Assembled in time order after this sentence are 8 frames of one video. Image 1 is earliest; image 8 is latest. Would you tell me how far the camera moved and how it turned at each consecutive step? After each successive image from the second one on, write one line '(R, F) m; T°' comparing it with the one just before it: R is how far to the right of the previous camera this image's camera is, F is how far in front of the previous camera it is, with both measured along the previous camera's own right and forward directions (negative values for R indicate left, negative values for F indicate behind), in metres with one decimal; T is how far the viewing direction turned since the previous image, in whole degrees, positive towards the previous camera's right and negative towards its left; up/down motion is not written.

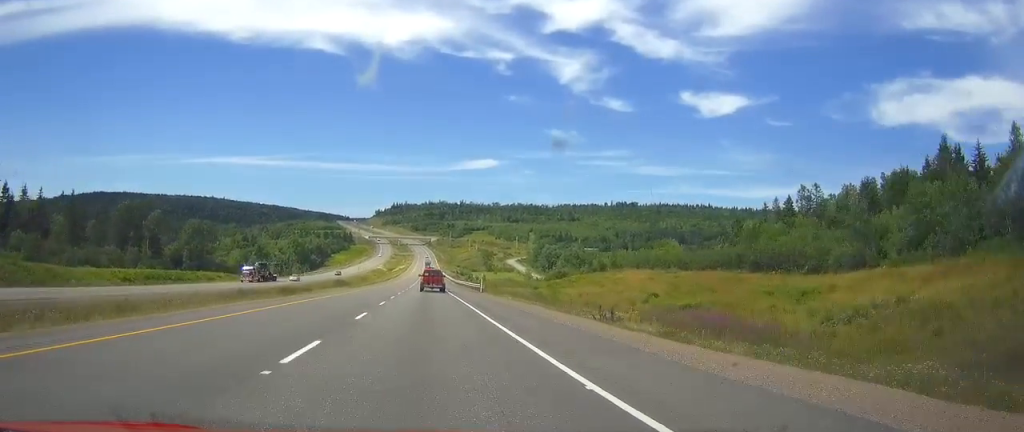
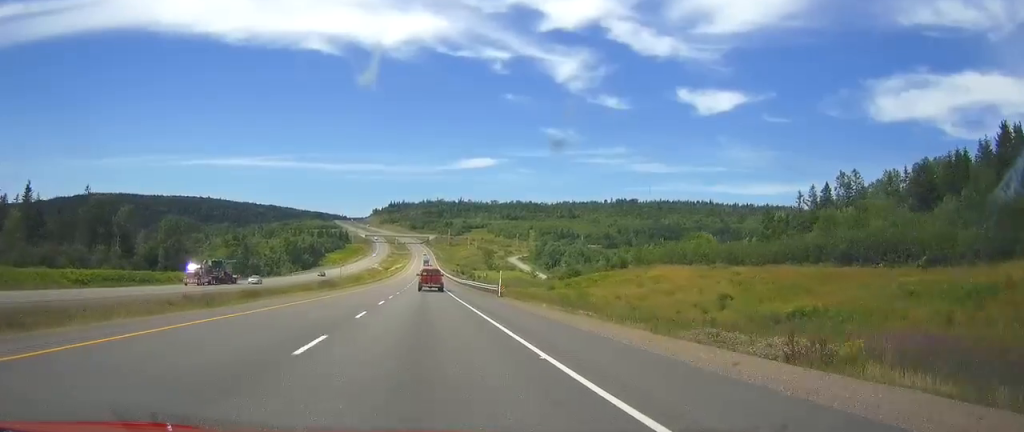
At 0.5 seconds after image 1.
(0.0, +17.4) m; 0°
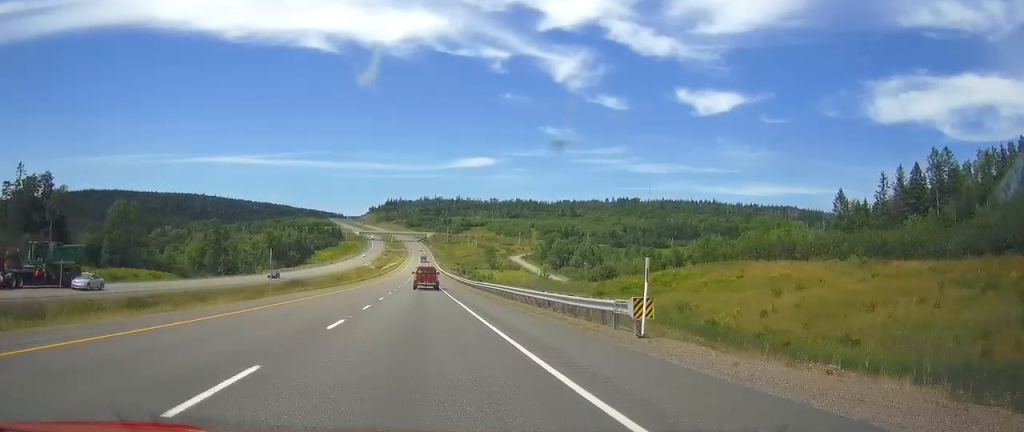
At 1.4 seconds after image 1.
(+0.2, +31.3) m; 0°
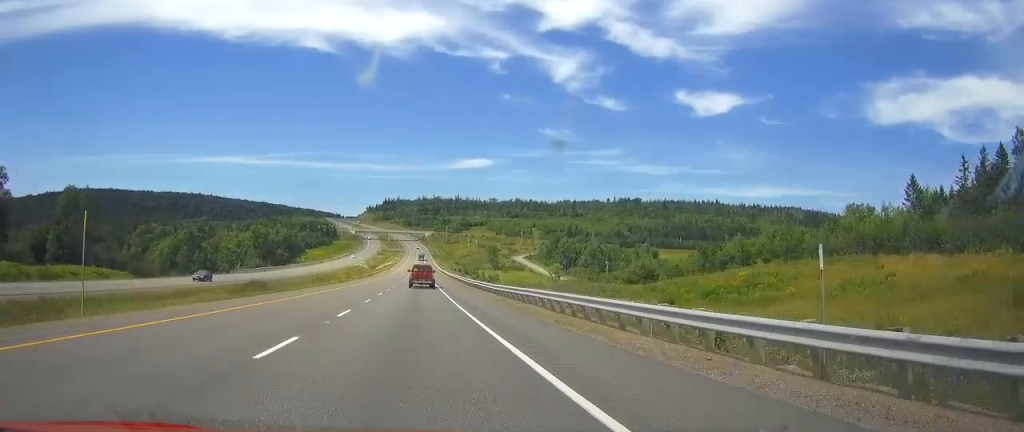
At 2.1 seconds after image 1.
(0.0, +23.1) m; 0°
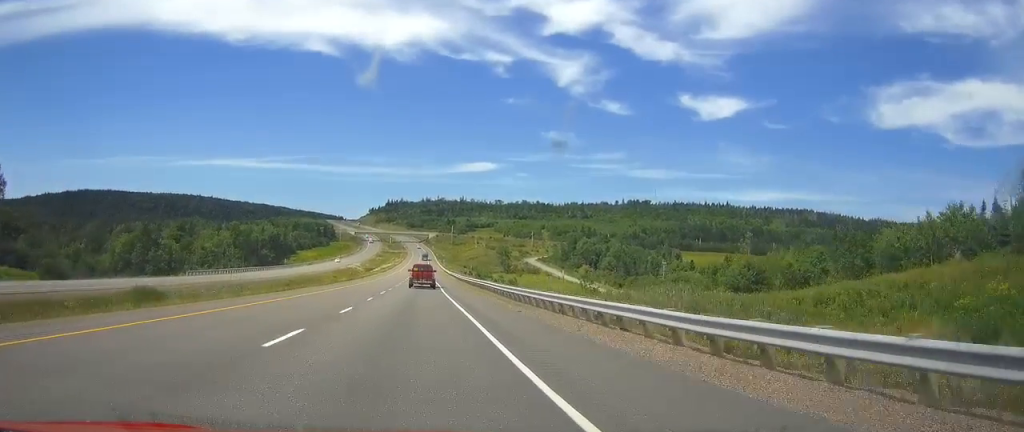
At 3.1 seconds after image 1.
(0.0, +34.6) m; 0°
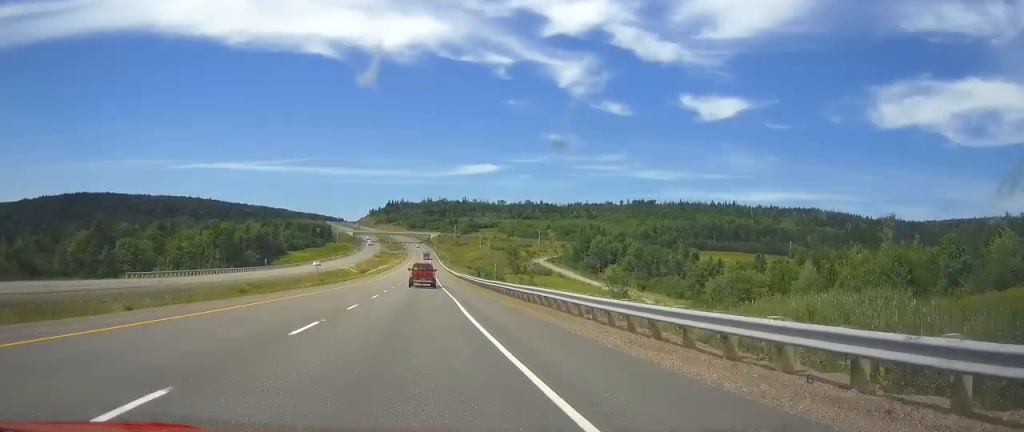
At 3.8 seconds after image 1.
(0.0, +25.3) m; 0°
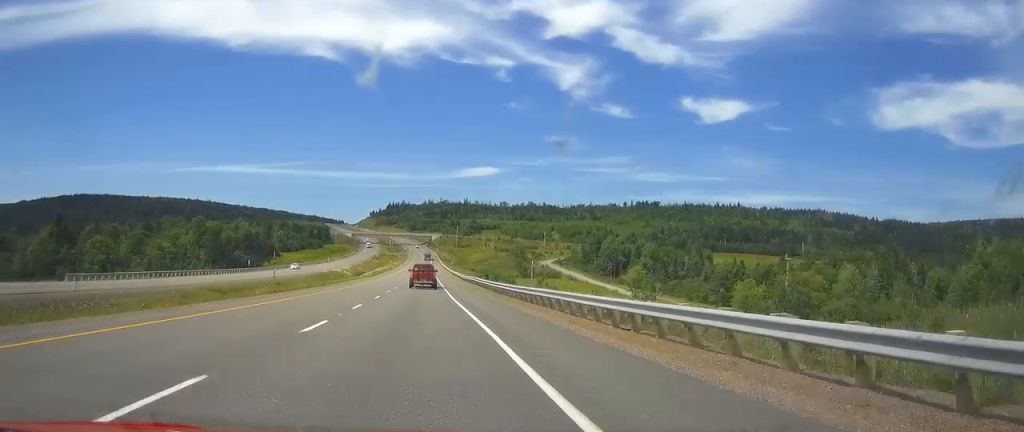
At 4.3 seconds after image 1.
(0.0, +17.2) m; 0°
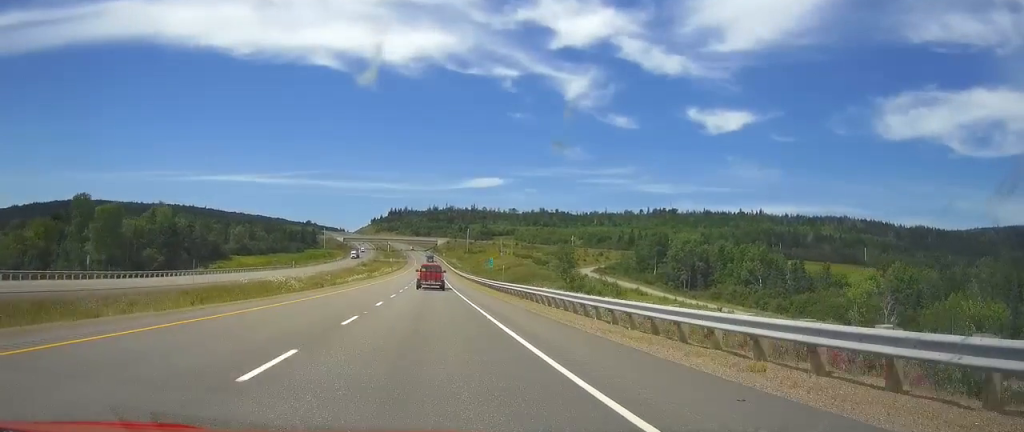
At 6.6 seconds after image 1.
(0.0, +78.6) m; 0°
